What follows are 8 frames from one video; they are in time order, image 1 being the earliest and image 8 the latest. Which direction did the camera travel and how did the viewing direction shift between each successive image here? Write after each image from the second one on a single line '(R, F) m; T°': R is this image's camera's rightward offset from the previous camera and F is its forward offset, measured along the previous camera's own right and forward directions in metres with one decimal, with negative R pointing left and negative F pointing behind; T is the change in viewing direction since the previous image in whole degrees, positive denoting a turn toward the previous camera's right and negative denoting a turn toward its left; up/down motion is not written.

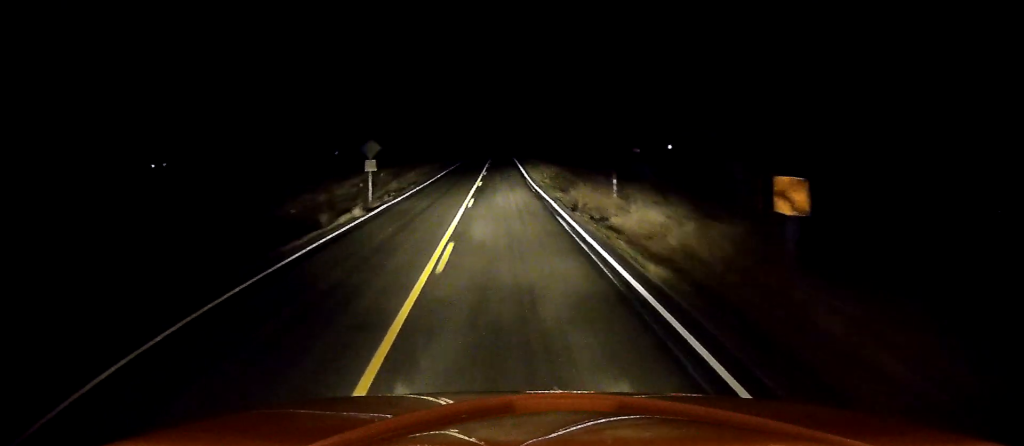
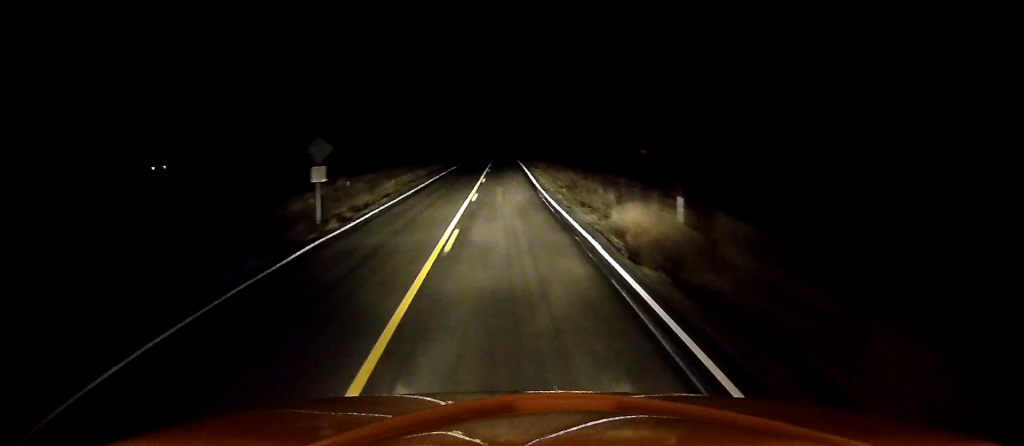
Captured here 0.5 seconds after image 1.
(-0.1, +9.9) m; 0°
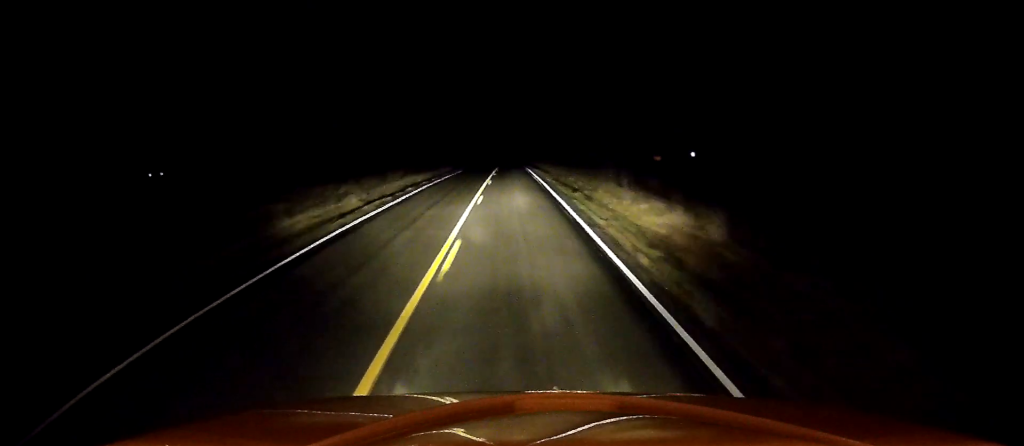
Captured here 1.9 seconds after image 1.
(+0.2, +26.0) m; 0°
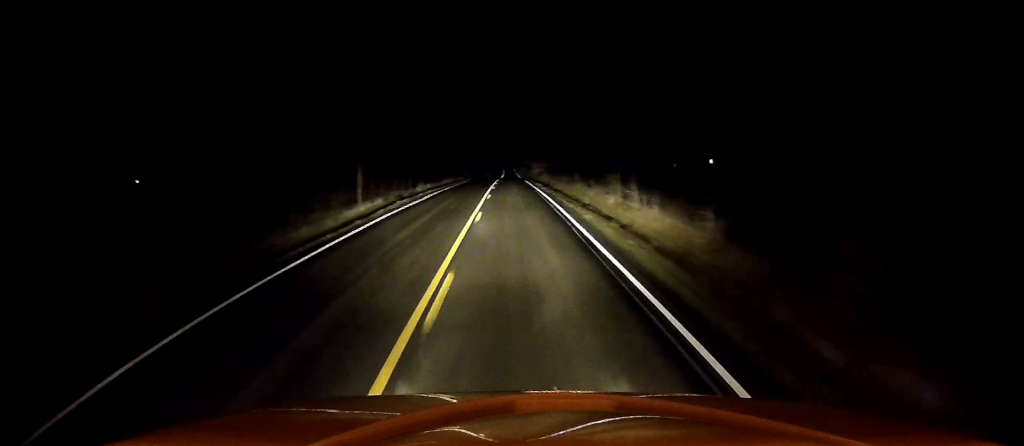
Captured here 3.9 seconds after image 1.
(0.0, +38.2) m; 0°
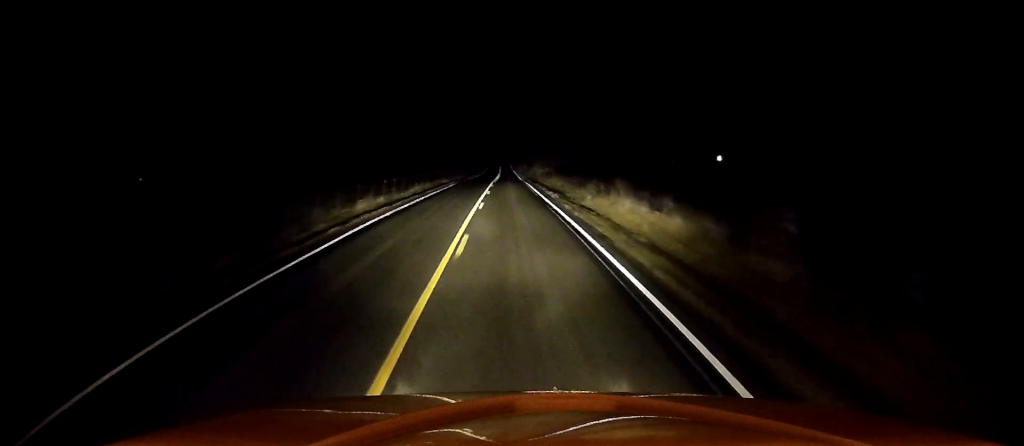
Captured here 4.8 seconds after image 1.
(-0.1, +18.7) m; +1°
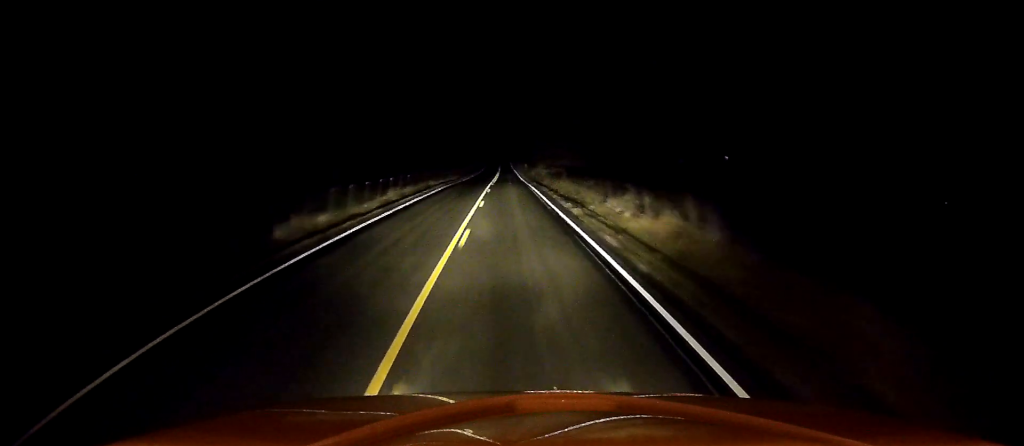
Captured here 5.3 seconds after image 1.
(+0.2, +10.8) m; +1°
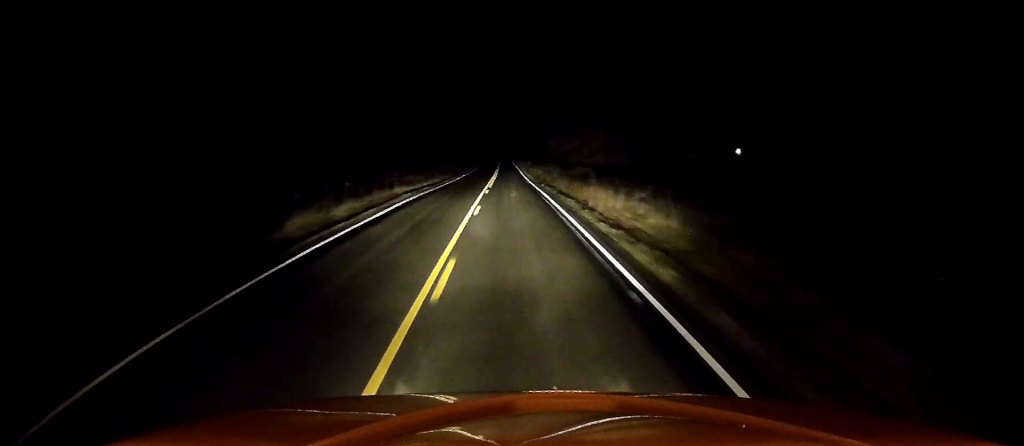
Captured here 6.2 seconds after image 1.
(0.0, +17.2) m; -2°
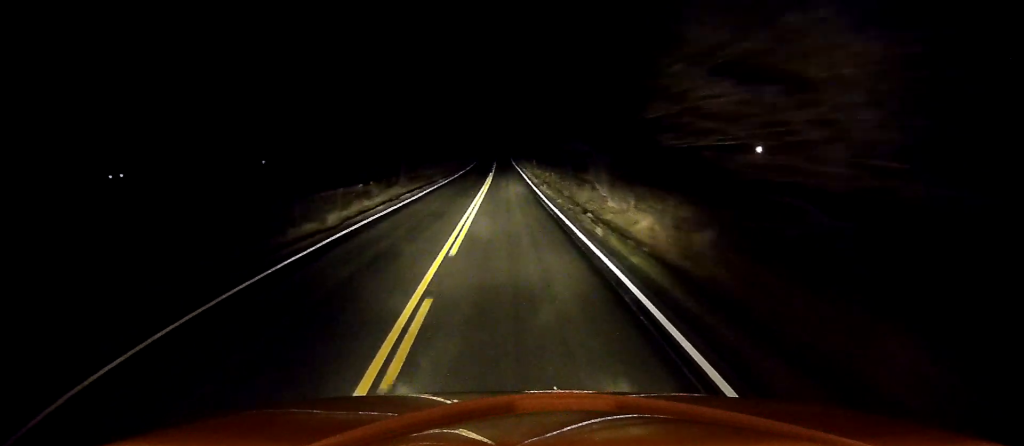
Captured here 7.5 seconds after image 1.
(-0.7, +27.3) m; 0°
